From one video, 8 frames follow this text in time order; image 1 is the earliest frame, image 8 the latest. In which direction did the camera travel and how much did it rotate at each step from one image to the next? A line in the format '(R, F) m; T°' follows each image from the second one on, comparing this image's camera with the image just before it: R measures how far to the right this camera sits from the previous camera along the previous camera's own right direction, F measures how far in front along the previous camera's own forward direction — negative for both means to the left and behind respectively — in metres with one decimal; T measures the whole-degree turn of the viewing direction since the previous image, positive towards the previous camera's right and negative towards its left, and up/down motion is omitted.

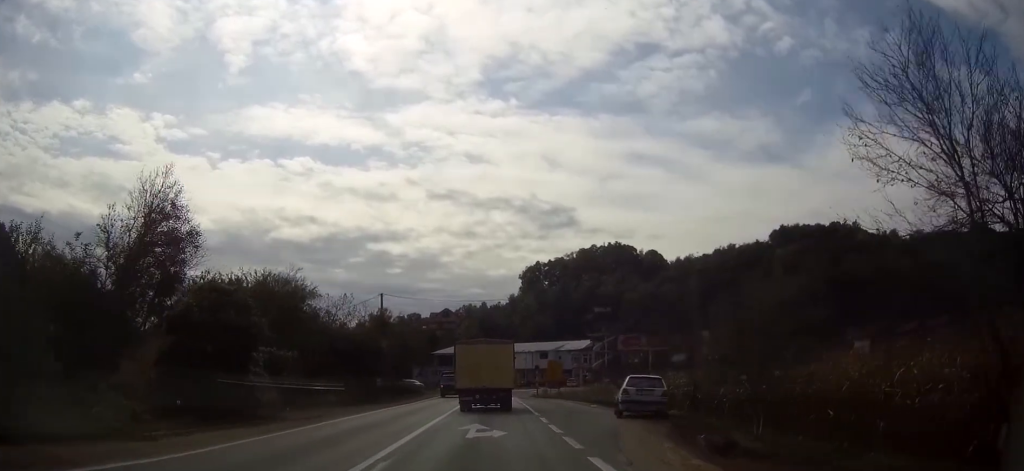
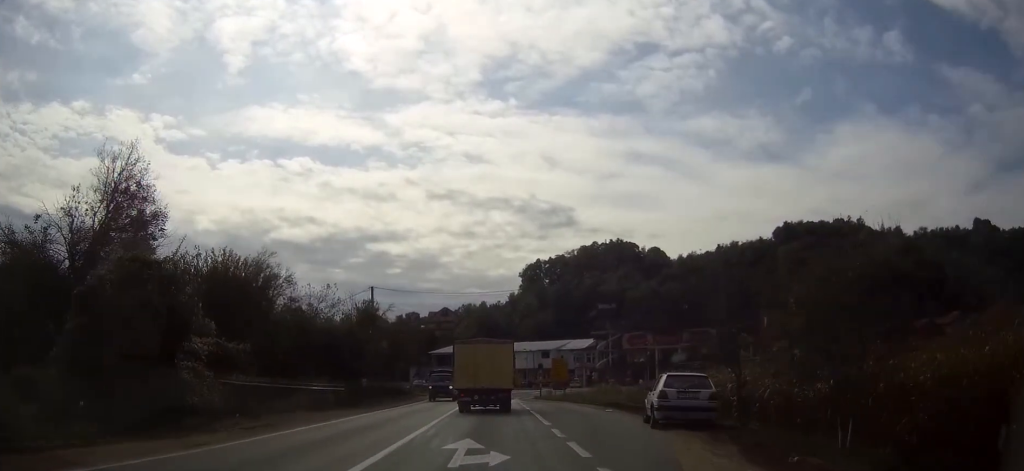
(0.0, +4.9) m; 0°
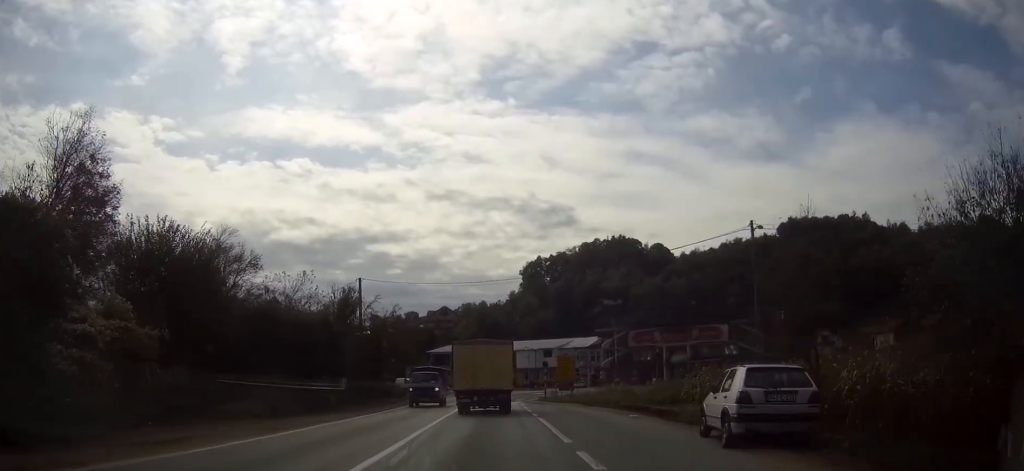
(0.0, +5.6) m; 0°
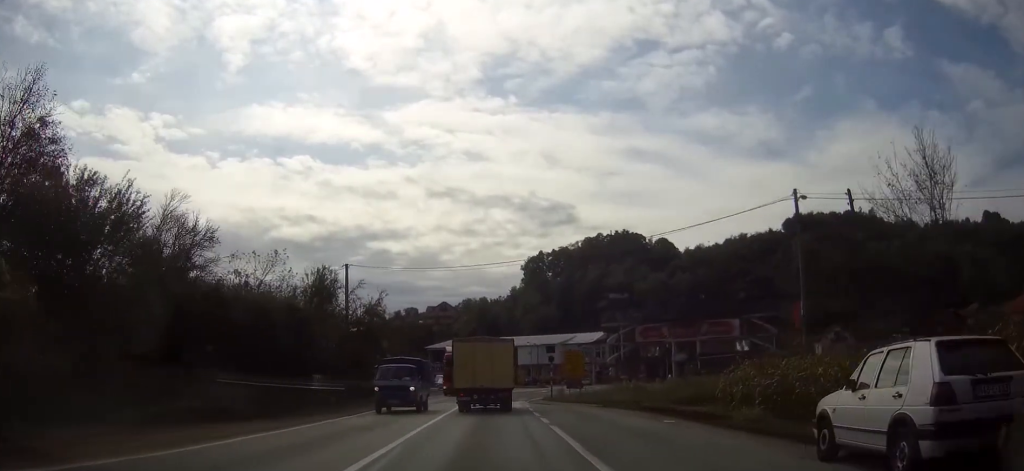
(0.0, +5.4) m; 0°
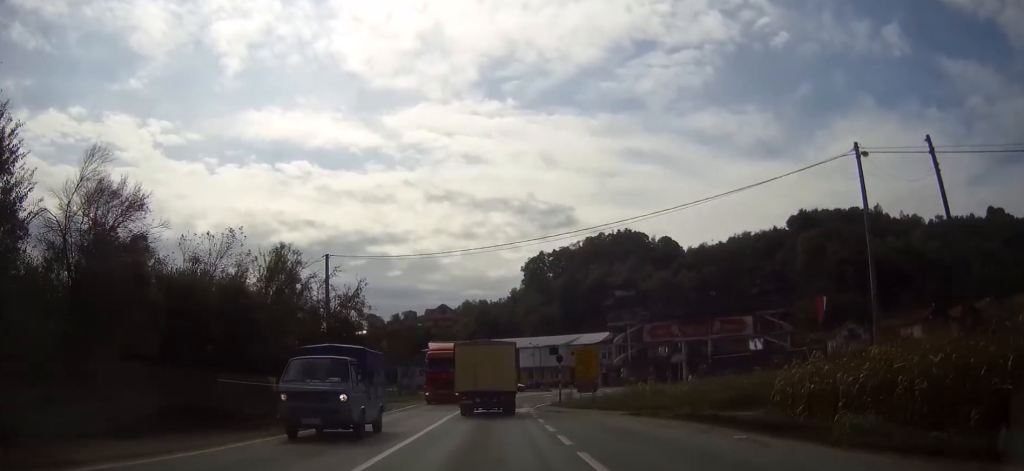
(0.0, +6.0) m; 0°
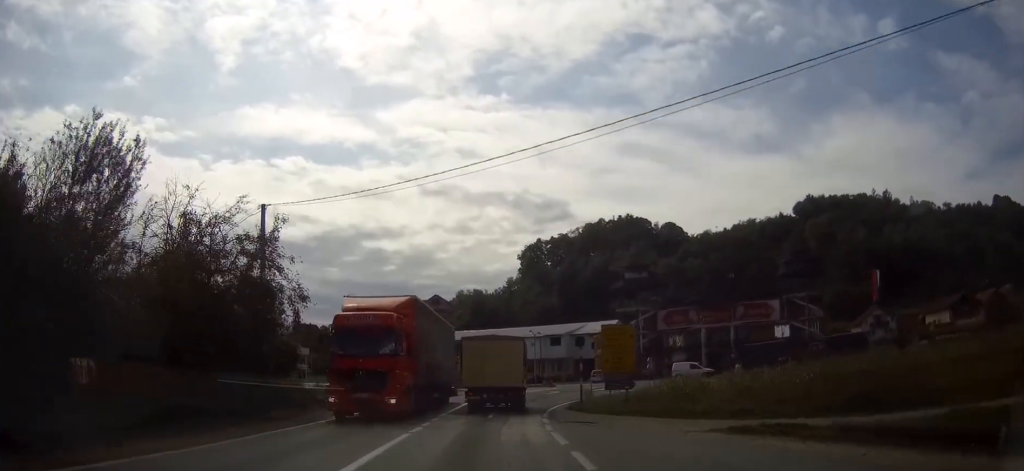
(0.0, +12.0) m; 0°
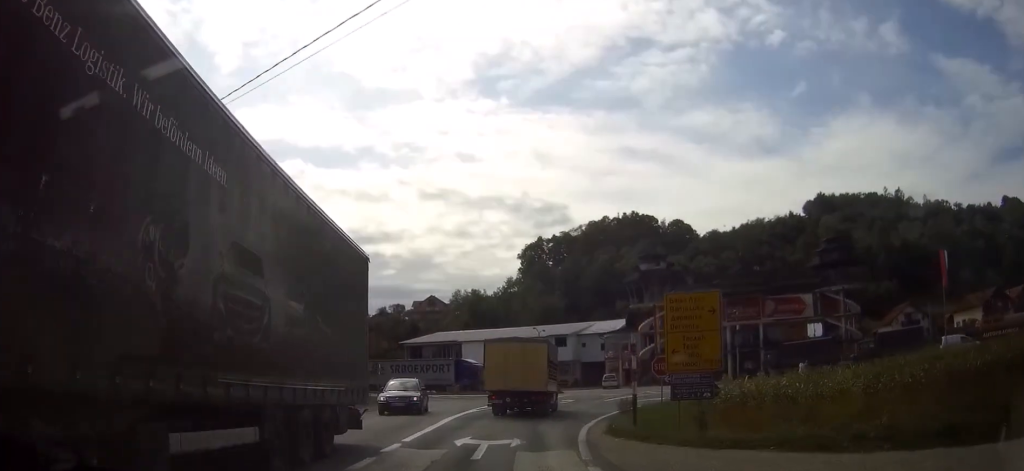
(0.0, +11.3) m; 0°
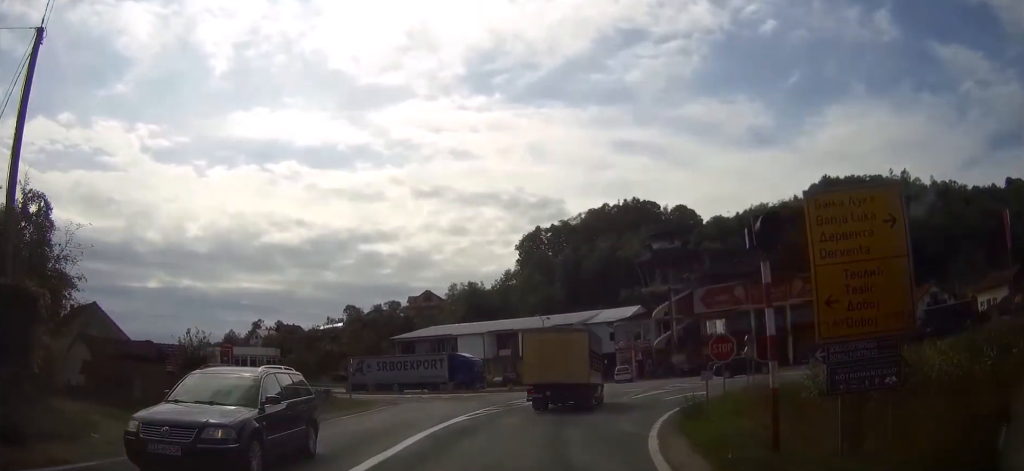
(0.0, +8.8) m; -1°
